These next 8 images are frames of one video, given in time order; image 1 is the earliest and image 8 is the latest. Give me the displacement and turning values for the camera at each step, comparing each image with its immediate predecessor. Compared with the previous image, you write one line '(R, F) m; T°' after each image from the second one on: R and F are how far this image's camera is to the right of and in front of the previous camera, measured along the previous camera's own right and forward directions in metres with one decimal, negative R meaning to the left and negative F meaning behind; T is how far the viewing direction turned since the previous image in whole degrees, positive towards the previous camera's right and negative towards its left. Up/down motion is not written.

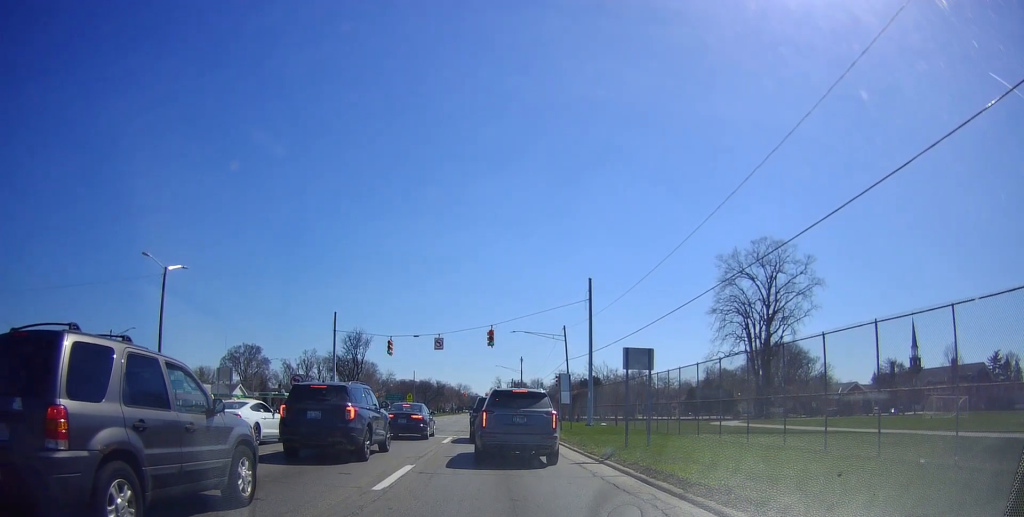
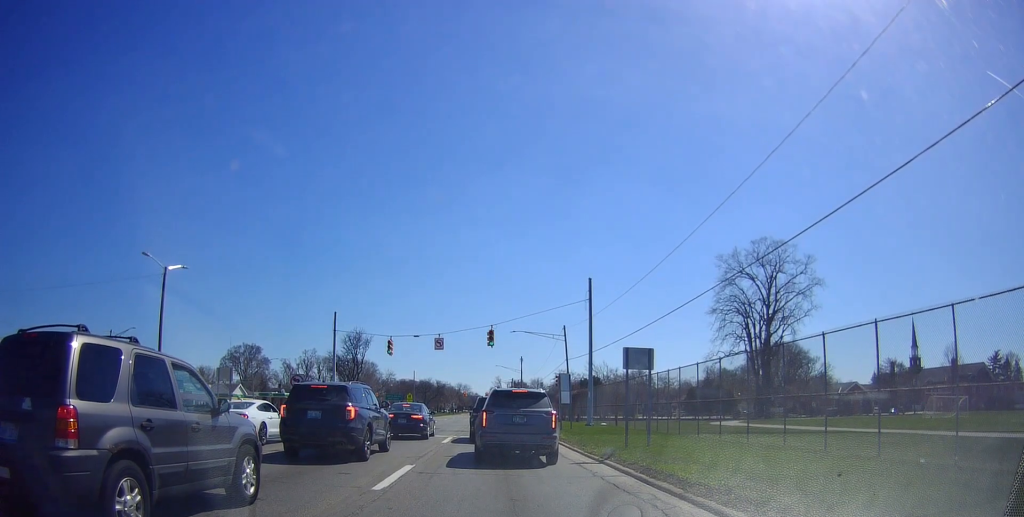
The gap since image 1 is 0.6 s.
(0.0, 0.0) m; 0°
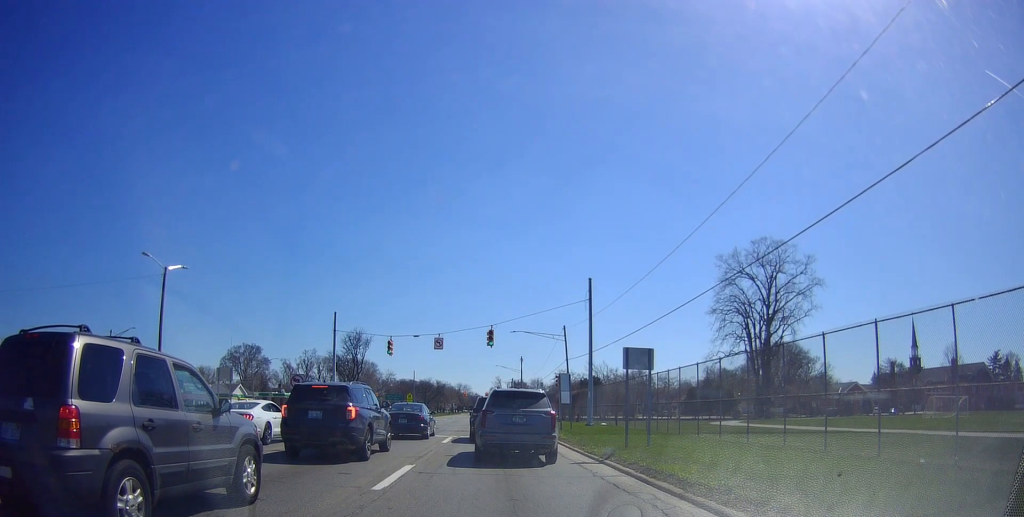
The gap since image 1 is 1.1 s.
(0.0, 0.0) m; 0°
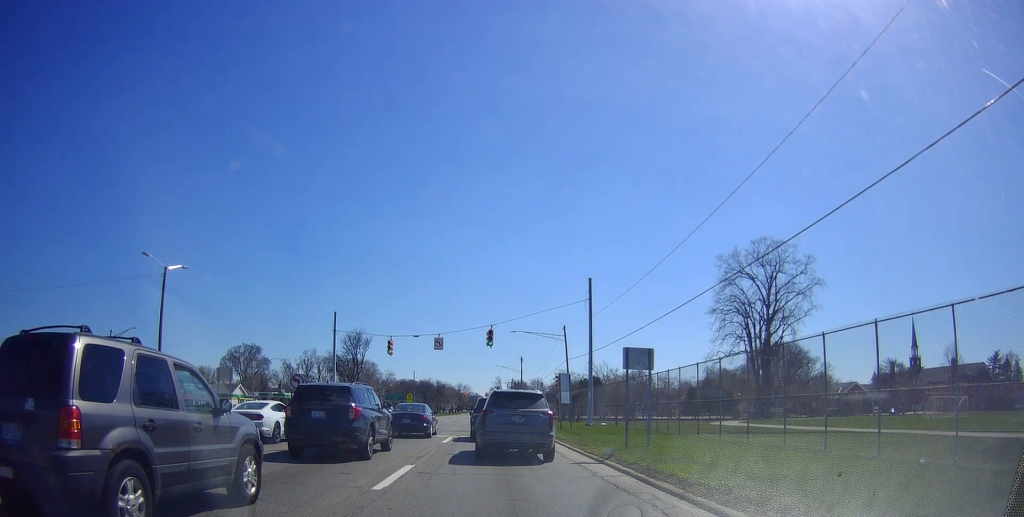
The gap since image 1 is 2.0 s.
(0.0, +0.3) m; 0°
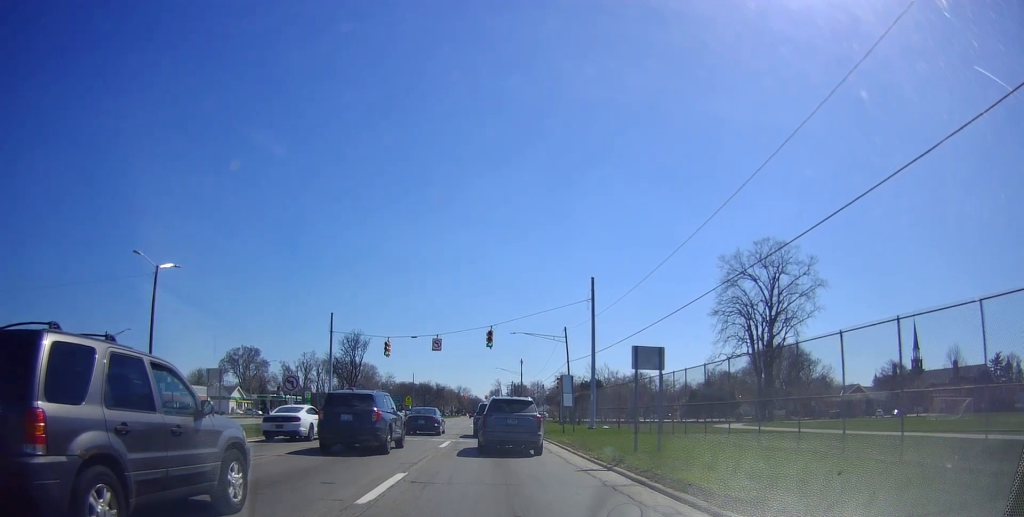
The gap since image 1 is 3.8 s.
(0.0, +1.0) m; 0°
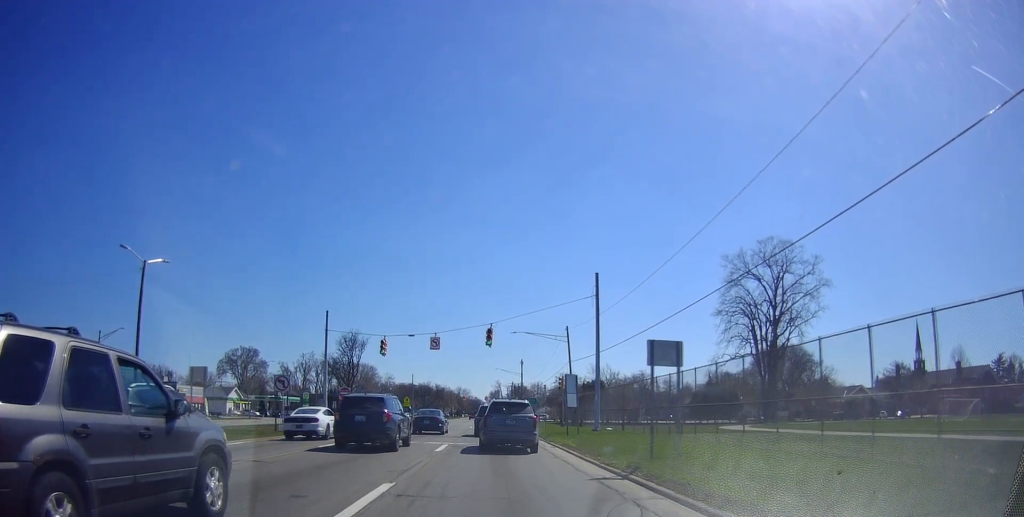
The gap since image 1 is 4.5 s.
(0.0, +0.4) m; 0°
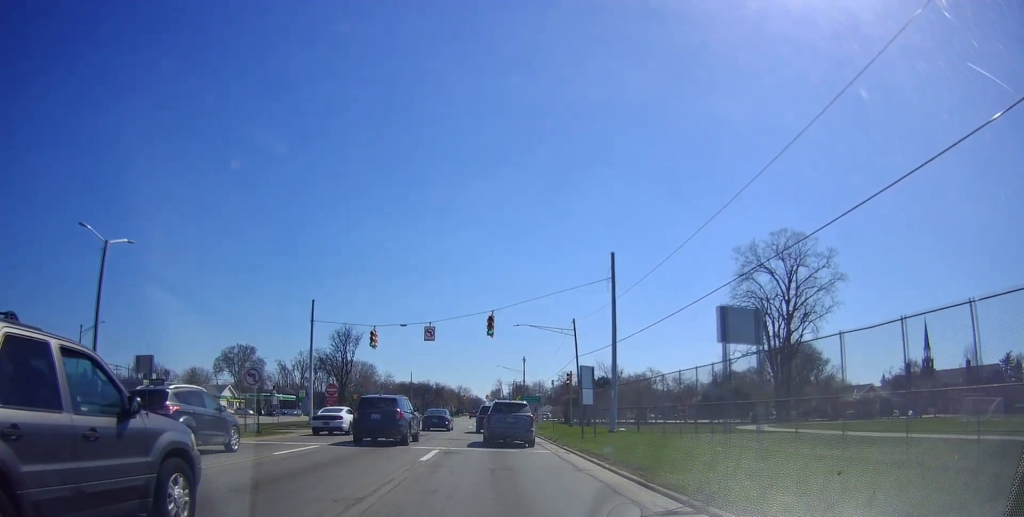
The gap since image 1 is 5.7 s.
(0.0, +1.8) m; 0°
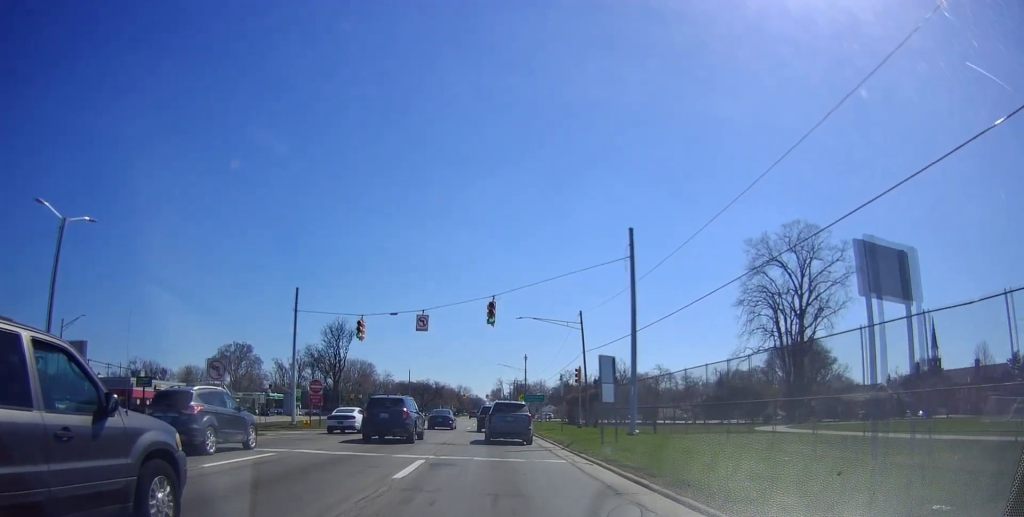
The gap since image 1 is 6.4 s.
(0.0, +2.9) m; 0°
